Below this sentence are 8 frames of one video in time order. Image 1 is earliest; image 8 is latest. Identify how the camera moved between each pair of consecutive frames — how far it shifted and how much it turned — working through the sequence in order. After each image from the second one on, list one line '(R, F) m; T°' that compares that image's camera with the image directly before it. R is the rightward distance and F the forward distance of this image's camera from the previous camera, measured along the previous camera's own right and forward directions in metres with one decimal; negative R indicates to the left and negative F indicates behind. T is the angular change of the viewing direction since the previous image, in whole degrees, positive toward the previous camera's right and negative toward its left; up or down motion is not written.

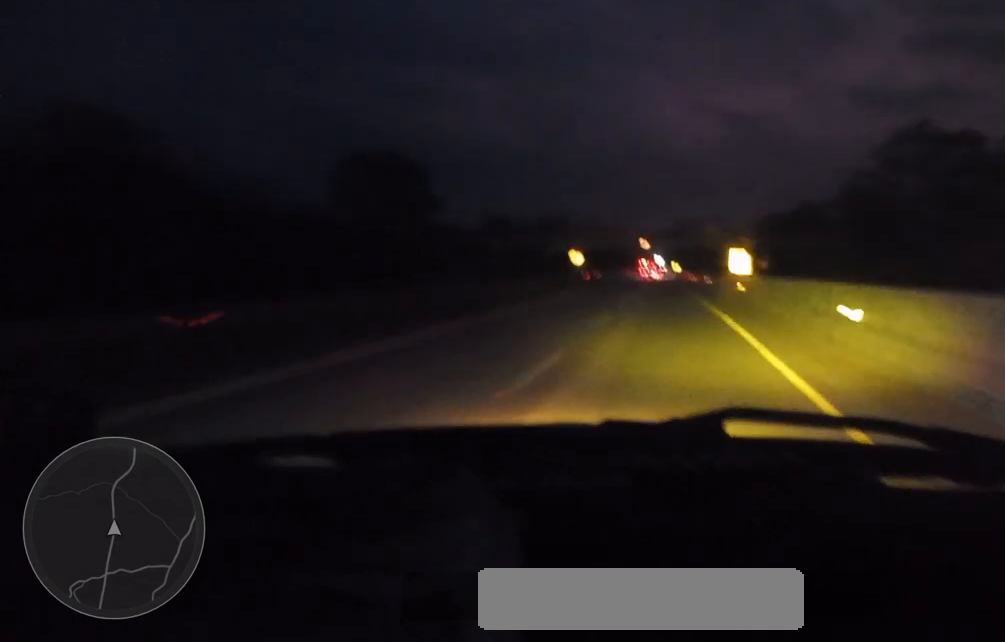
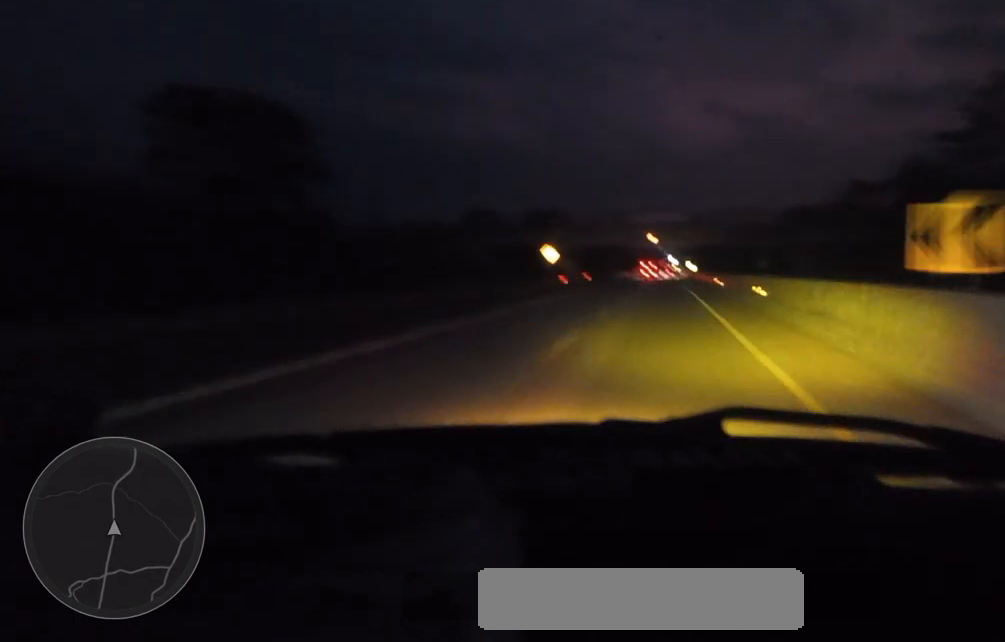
(-0.4, +34.1) m; -1°
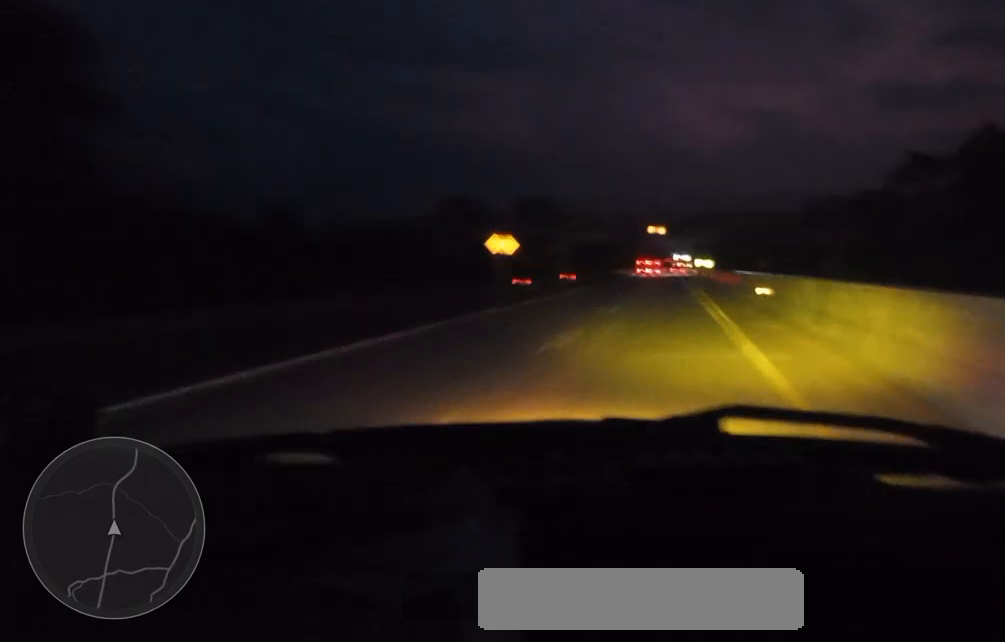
(-0.1, +25.4) m; 0°
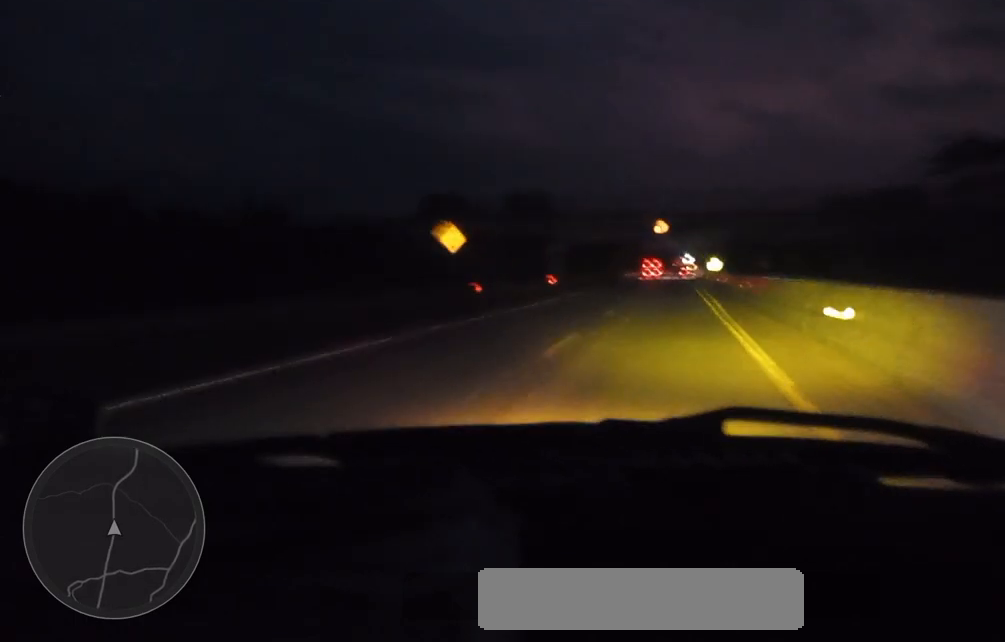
(0.0, +14.7) m; 0°
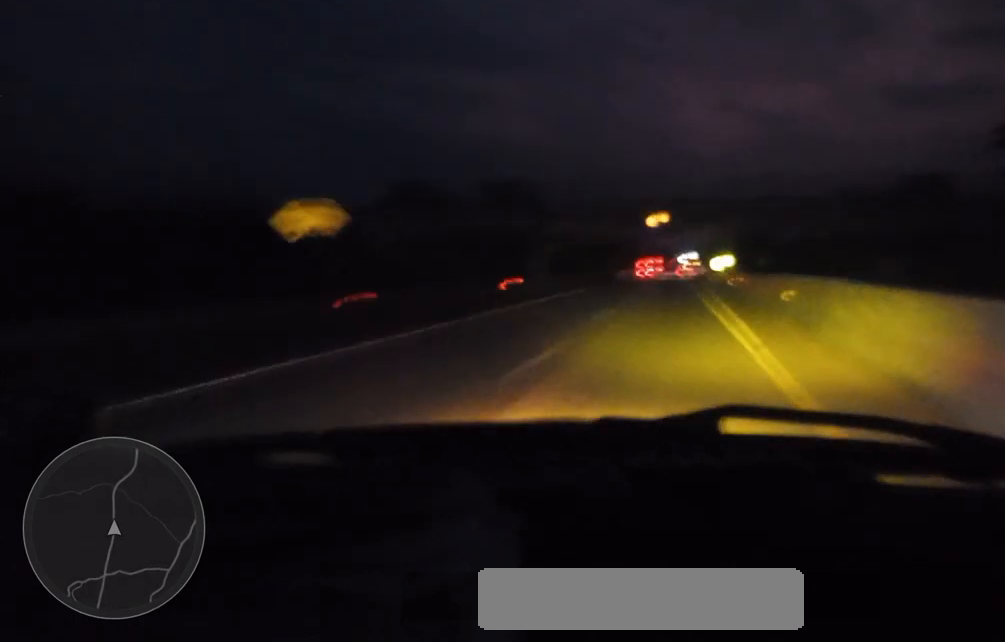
(0.0, +16.2) m; -1°
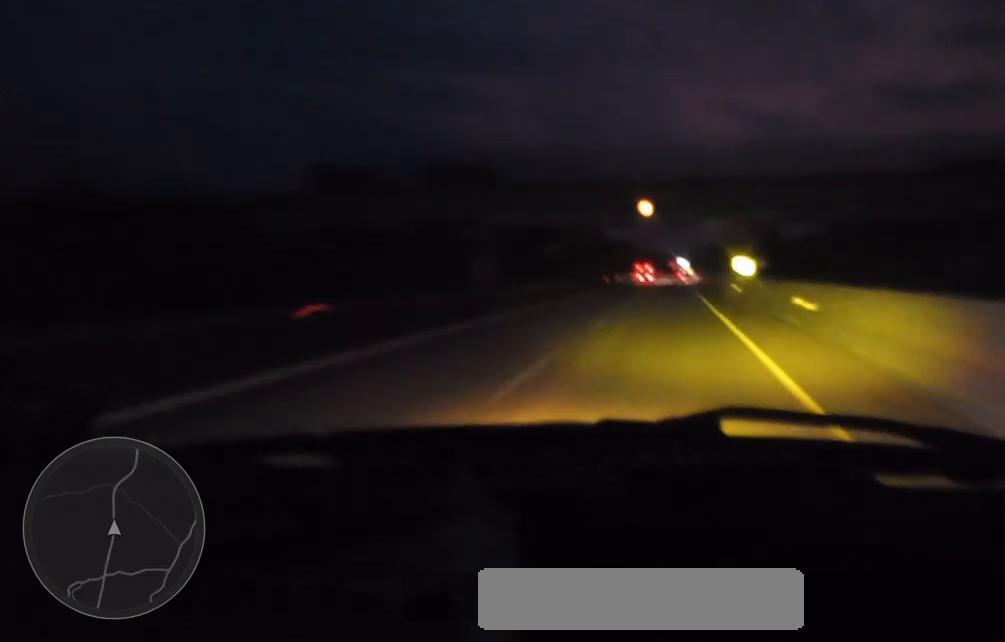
(-0.3, +29.5) m; -1°
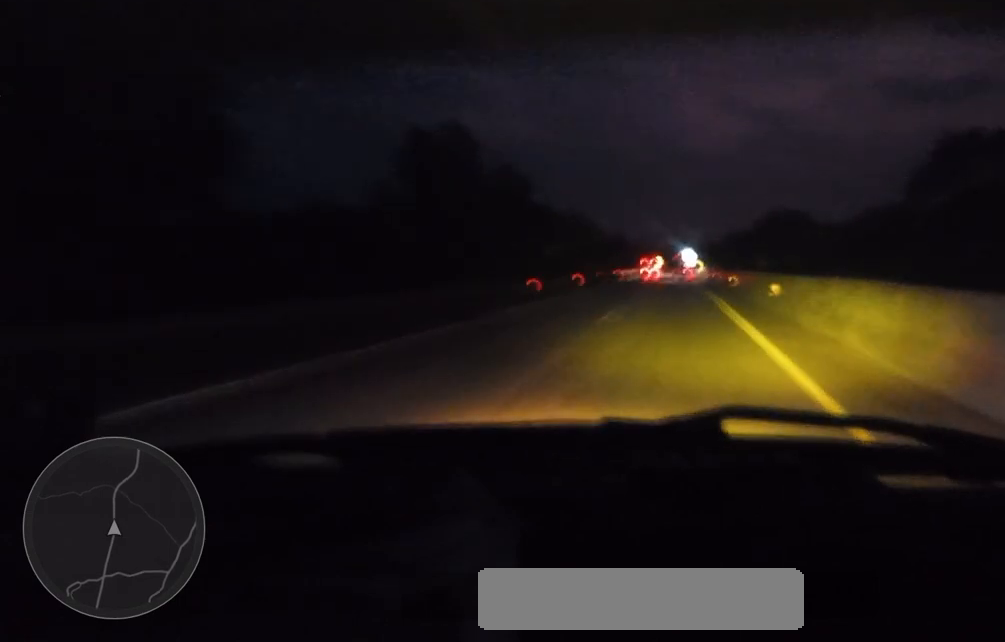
(+0.1, +64.7) m; +1°
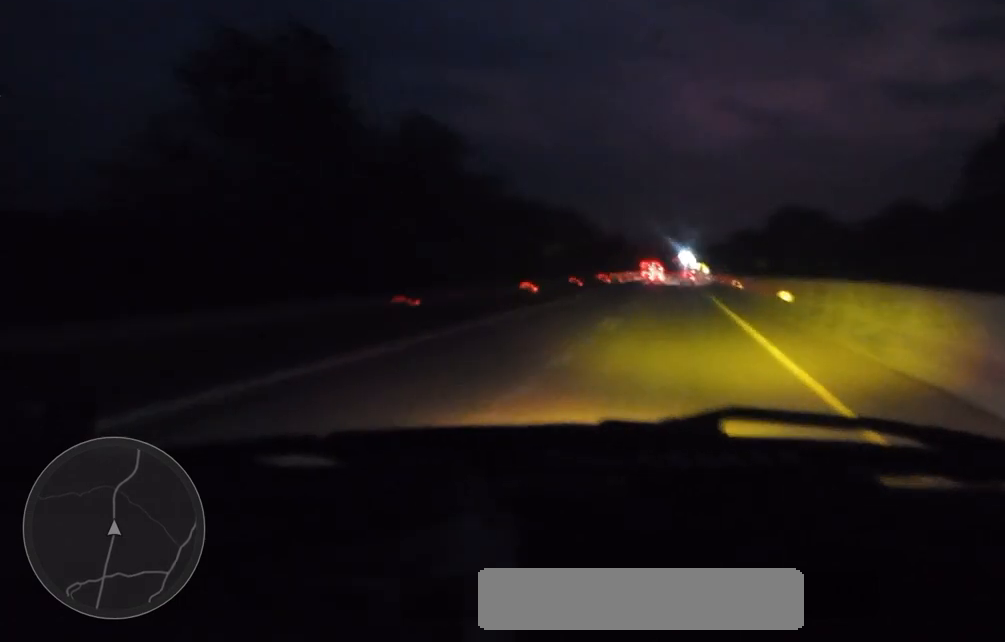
(+0.4, +29.5) m; +1°
